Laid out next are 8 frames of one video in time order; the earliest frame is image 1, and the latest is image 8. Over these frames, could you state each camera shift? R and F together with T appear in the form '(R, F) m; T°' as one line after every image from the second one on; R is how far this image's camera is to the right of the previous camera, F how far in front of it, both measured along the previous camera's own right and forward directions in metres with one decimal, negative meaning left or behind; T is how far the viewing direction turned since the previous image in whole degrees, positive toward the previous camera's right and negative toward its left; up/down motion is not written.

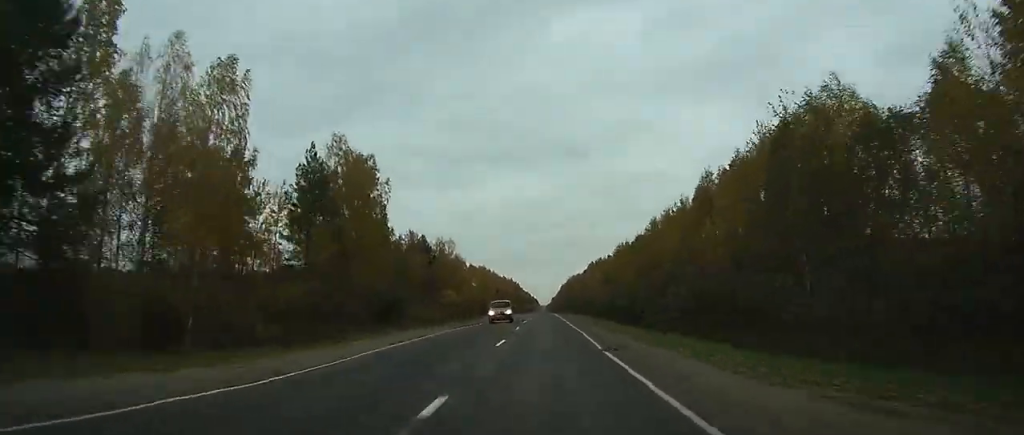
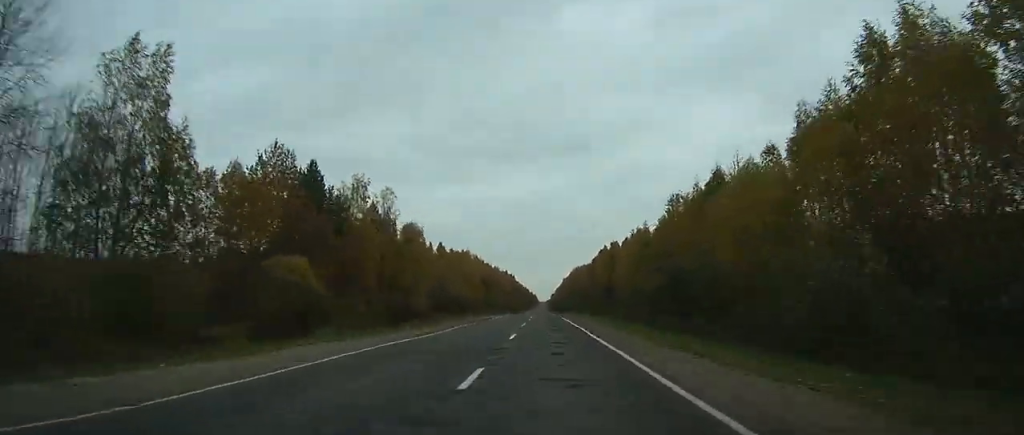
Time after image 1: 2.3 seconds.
(0.0, +59.3) m; 0°
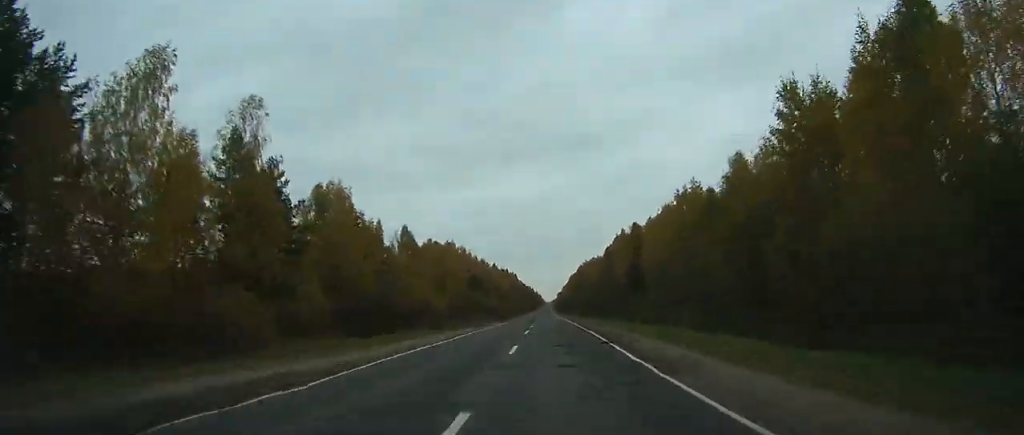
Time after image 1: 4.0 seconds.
(0.0, +41.2) m; 0°
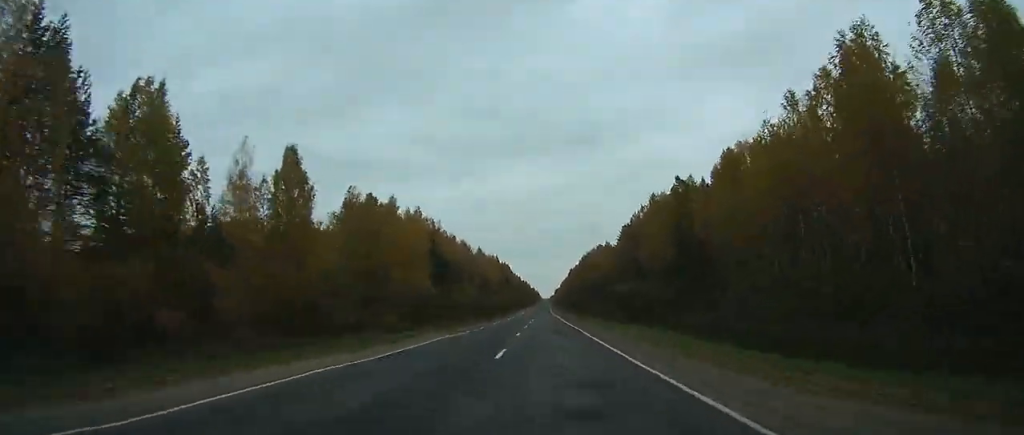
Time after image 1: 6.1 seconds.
(0.0, +50.2) m; 0°
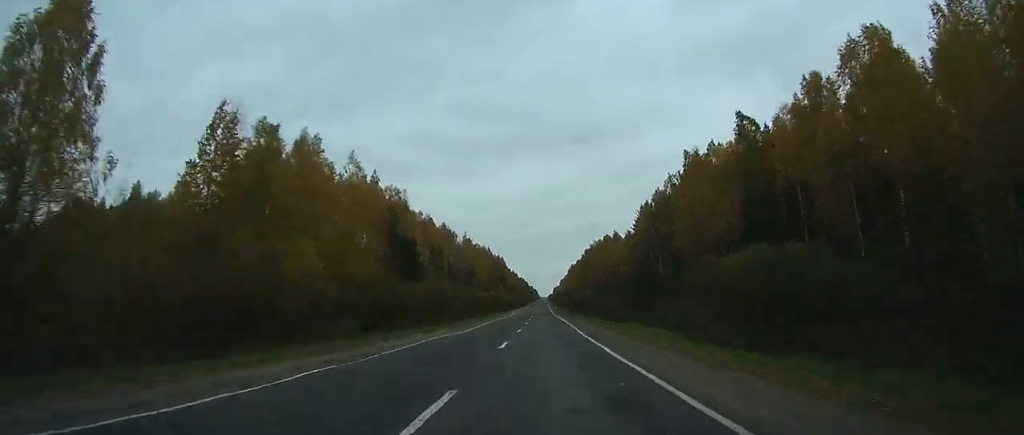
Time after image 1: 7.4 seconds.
(0.0, +31.8) m; 0°
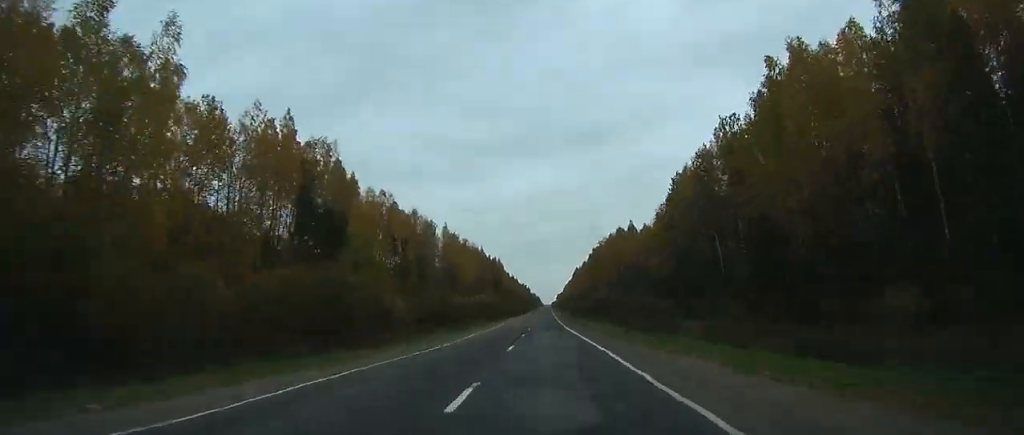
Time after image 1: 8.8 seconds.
(0.0, +33.1) m; 0°
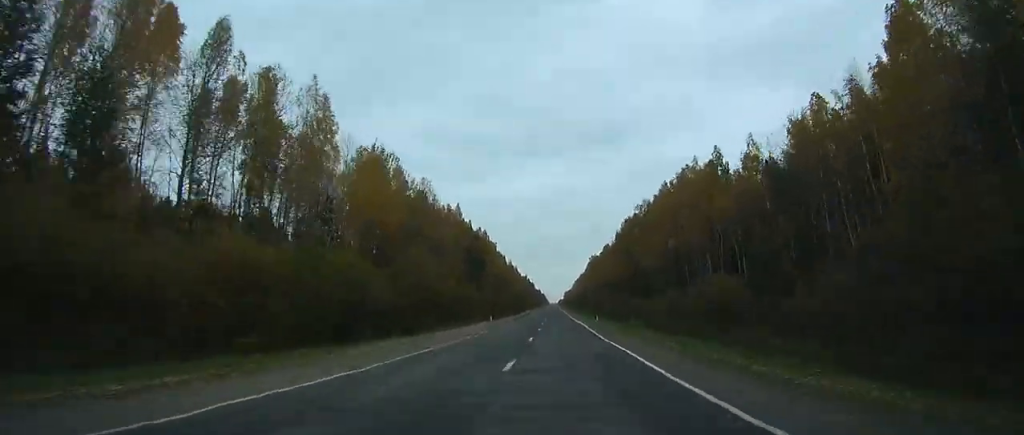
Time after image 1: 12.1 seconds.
(-0.3, +75.7) m; 0°
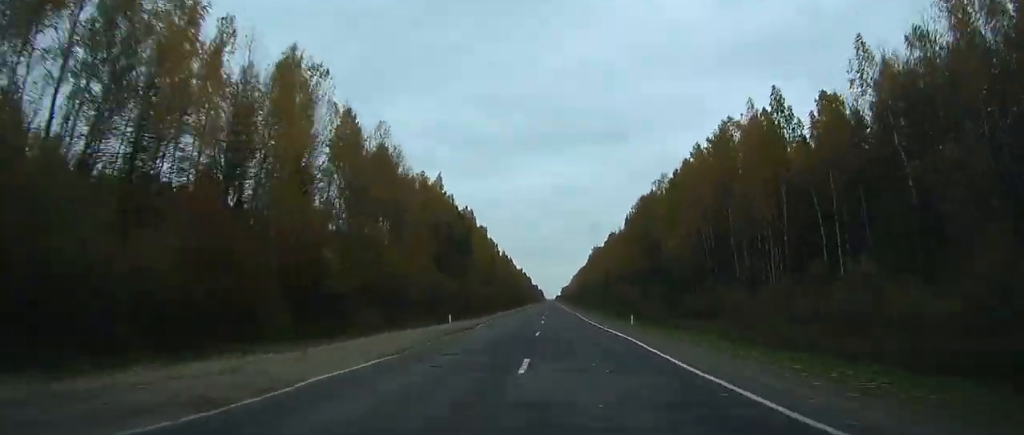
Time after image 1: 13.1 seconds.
(0.0, +25.7) m; 0°
